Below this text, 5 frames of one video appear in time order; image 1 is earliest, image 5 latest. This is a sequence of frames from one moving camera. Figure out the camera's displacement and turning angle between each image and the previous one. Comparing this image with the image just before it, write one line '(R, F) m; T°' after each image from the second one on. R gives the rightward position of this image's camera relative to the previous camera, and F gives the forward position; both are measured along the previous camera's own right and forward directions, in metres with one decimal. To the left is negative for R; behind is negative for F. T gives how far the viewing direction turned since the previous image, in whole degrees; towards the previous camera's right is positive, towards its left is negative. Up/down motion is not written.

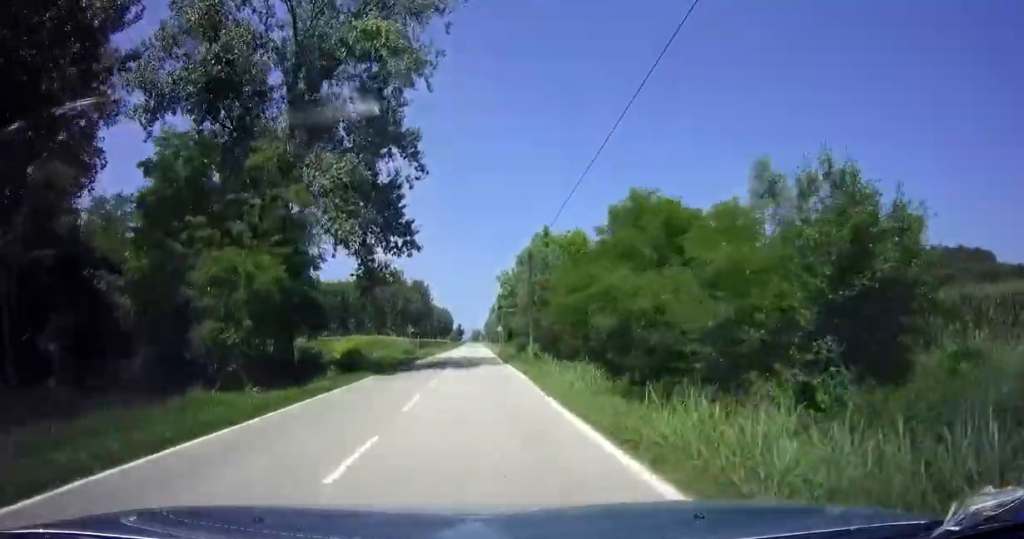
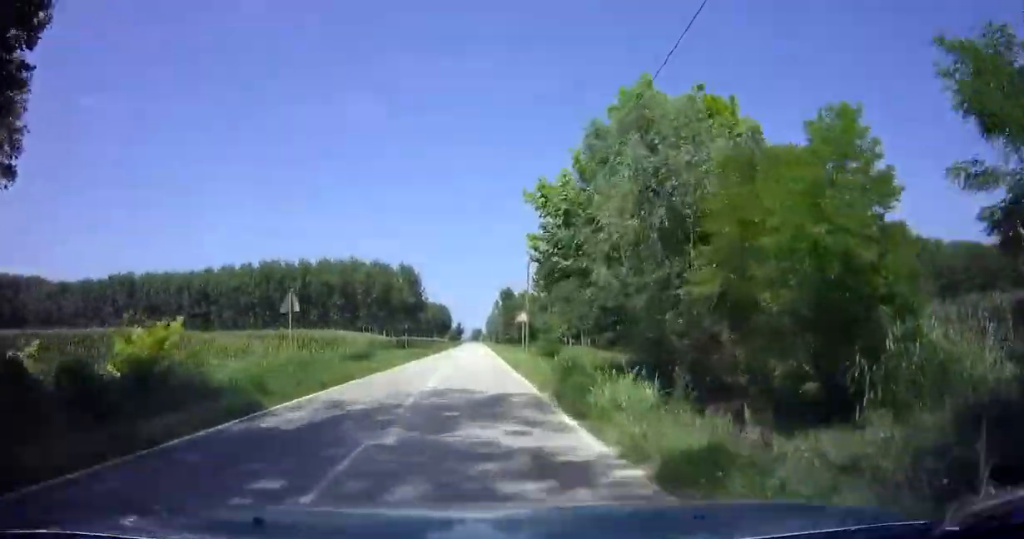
(0.0, +30.4) m; 0°
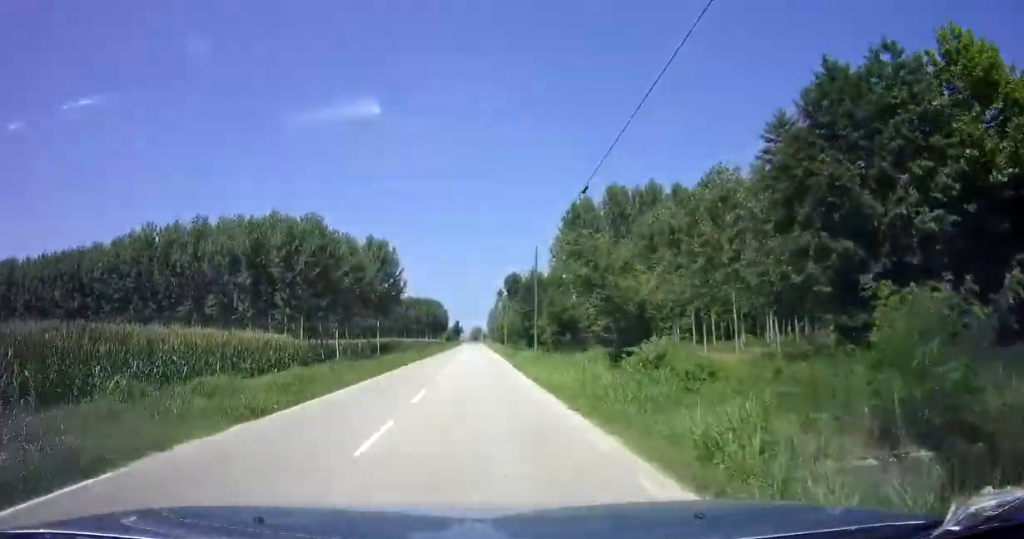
(+0.1, +39.9) m; 0°
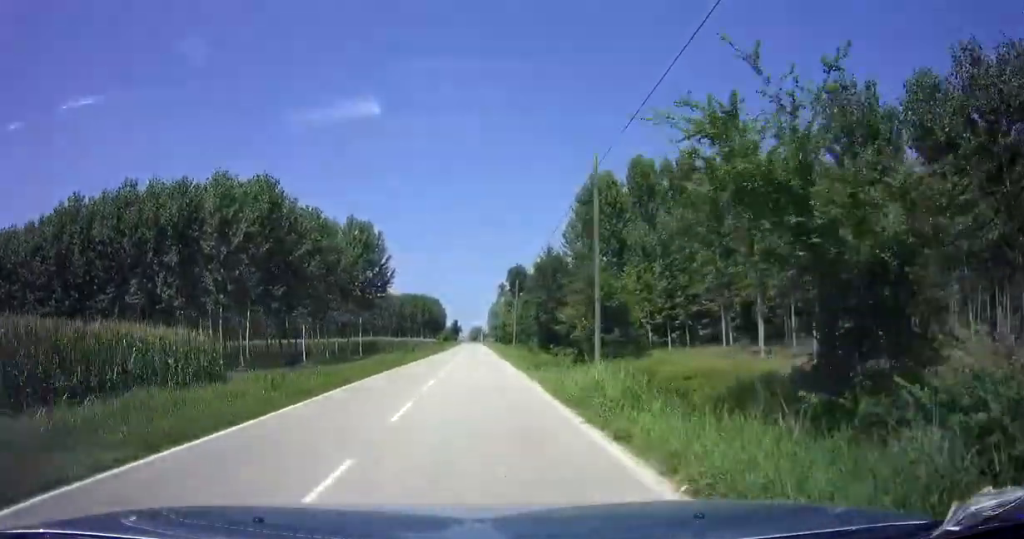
(0.0, +15.1) m; 0°
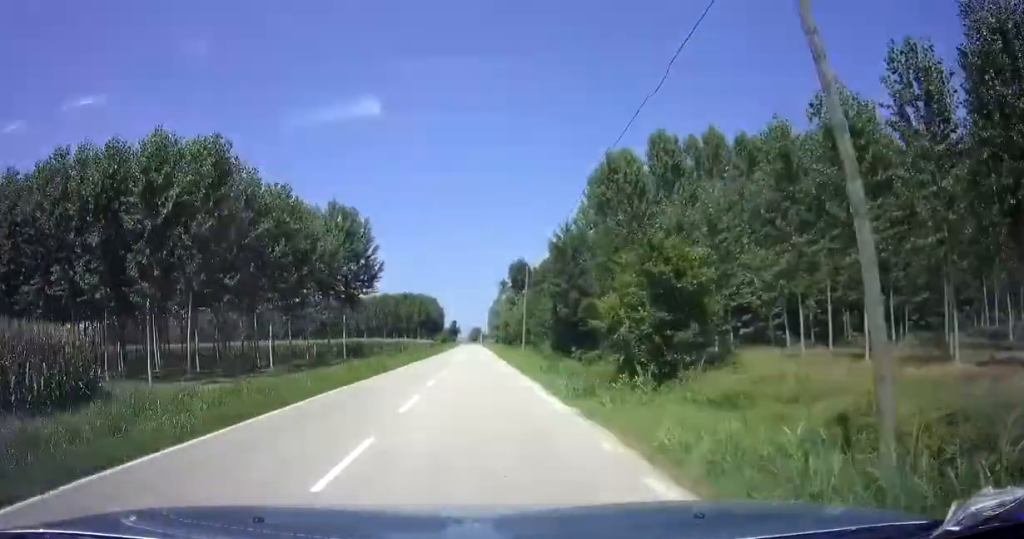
(0.0, +10.3) m; 0°
